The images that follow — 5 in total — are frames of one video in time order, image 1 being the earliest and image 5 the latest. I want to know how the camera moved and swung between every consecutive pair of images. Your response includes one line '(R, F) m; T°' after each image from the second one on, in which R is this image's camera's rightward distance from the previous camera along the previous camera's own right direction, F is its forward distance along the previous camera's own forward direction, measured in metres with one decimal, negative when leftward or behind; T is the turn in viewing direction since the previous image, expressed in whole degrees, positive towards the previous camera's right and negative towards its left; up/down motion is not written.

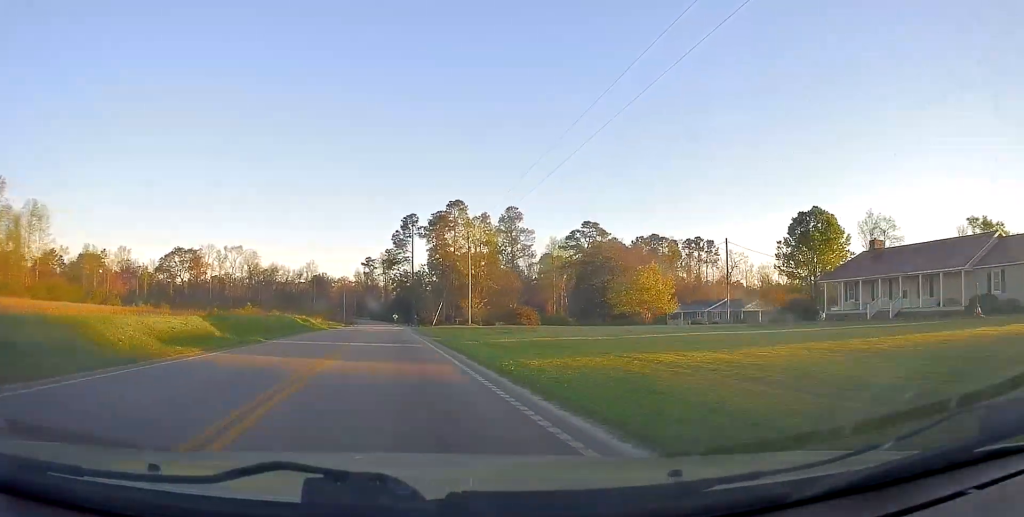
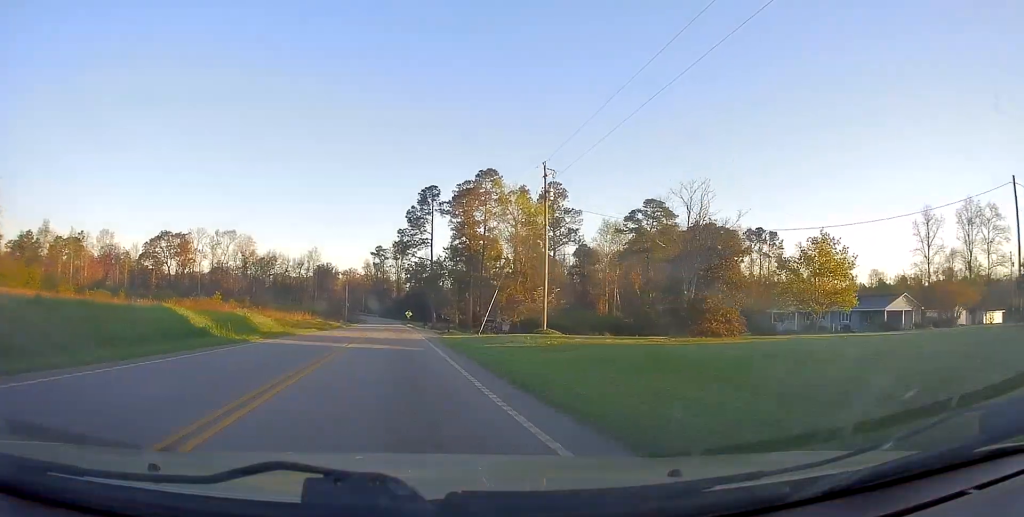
(+0.2, +29.5) m; 0°
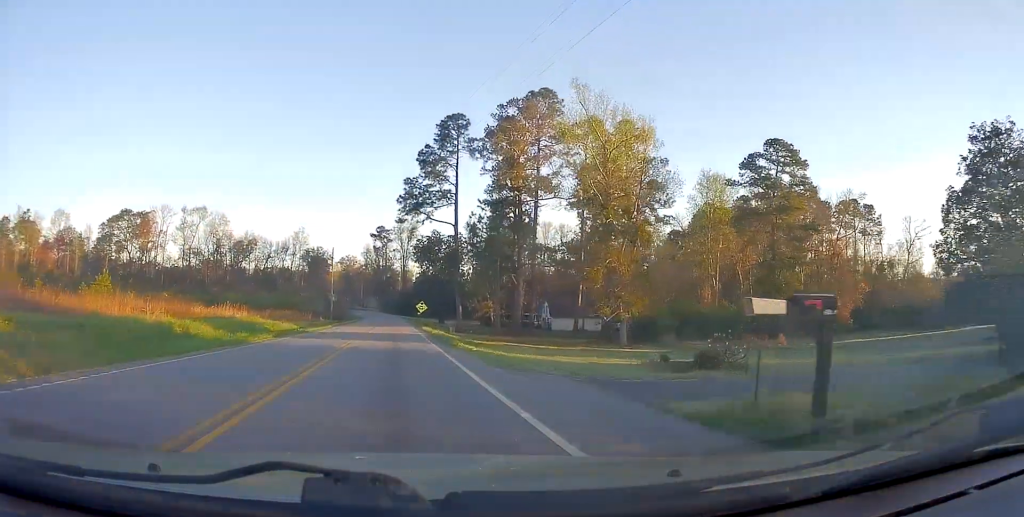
(-0.7, +40.3) m; -2°
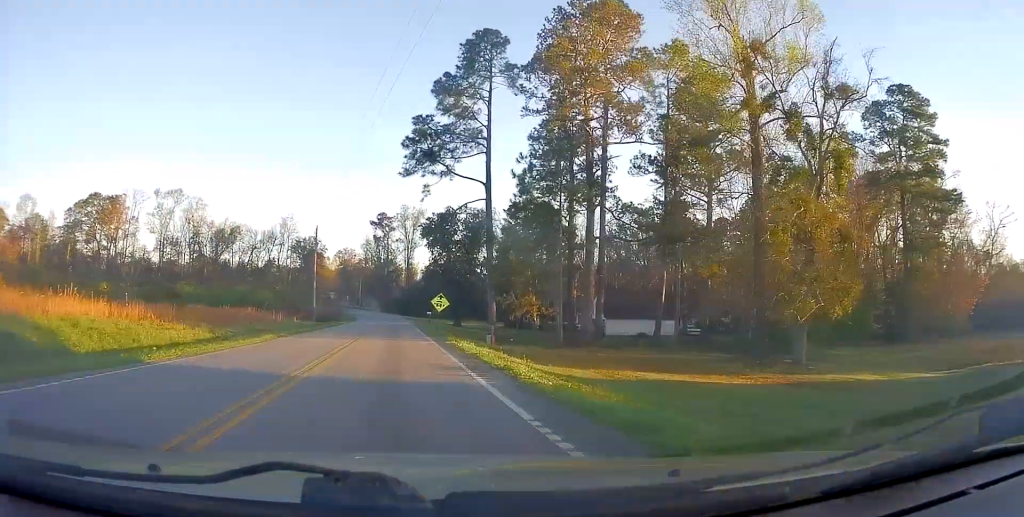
(0.0, +24.3) m; 0°
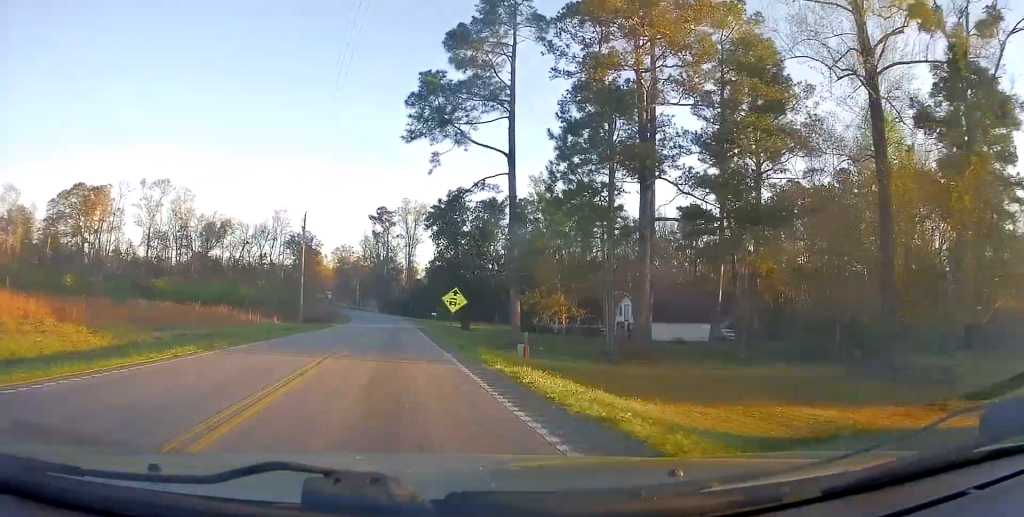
(-0.1, +10.2) m; 0°
